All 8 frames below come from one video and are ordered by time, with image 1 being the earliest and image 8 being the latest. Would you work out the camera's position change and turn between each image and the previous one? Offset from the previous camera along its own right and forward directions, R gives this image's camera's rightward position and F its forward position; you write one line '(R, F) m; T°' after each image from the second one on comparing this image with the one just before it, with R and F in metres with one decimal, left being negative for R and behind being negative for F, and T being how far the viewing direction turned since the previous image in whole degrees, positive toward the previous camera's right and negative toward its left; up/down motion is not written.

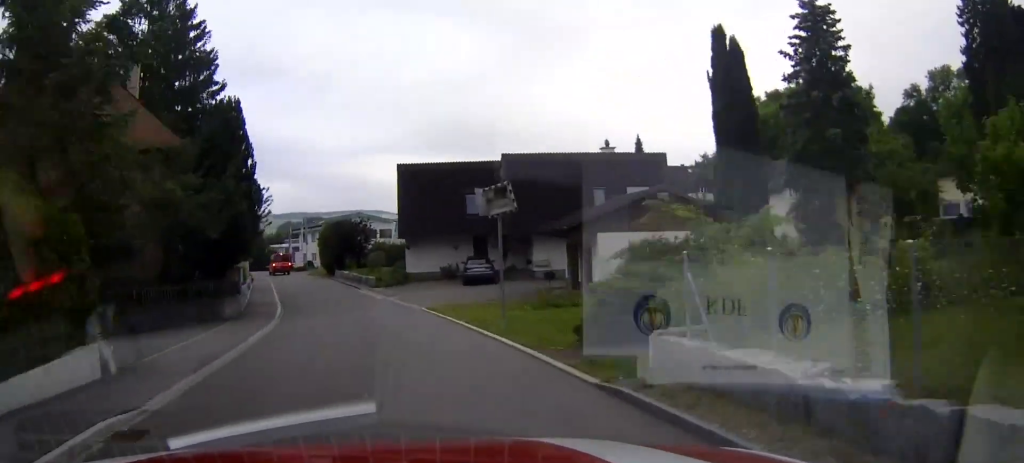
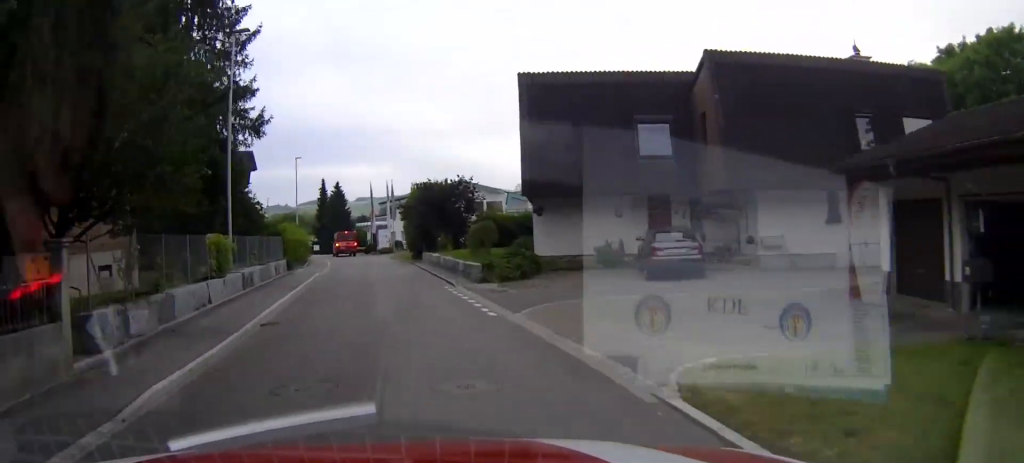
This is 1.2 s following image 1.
(-0.5, +16.2) m; -7°
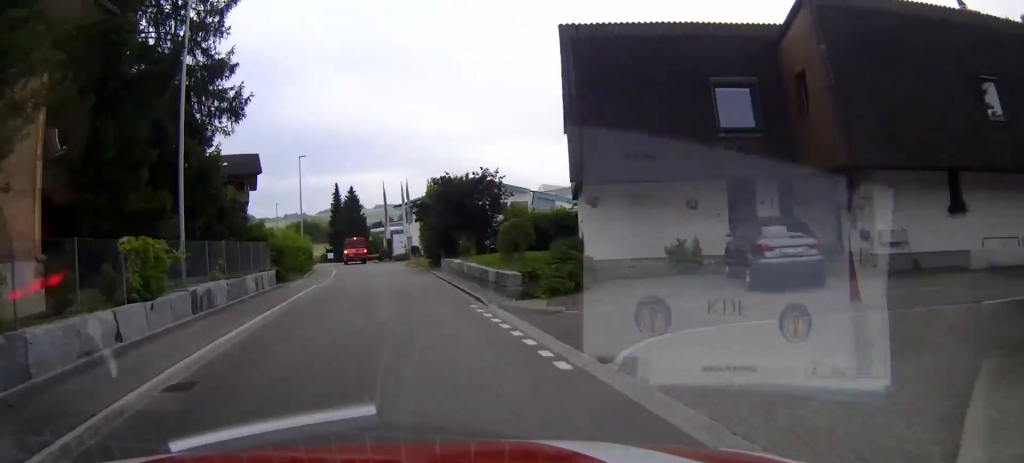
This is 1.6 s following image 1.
(-0.3, +5.5) m; -2°
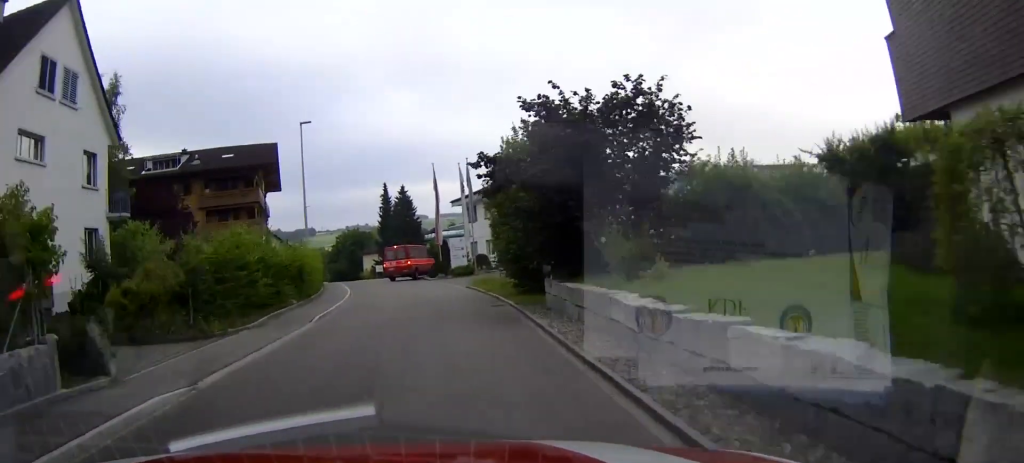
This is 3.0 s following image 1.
(-1.4, +19.4) m; -5°
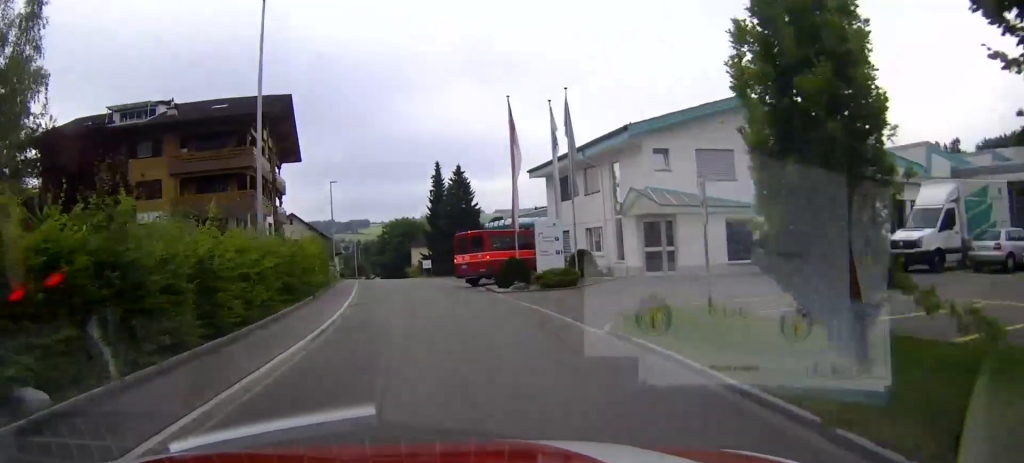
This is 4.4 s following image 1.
(-0.2, +19.5) m; -3°
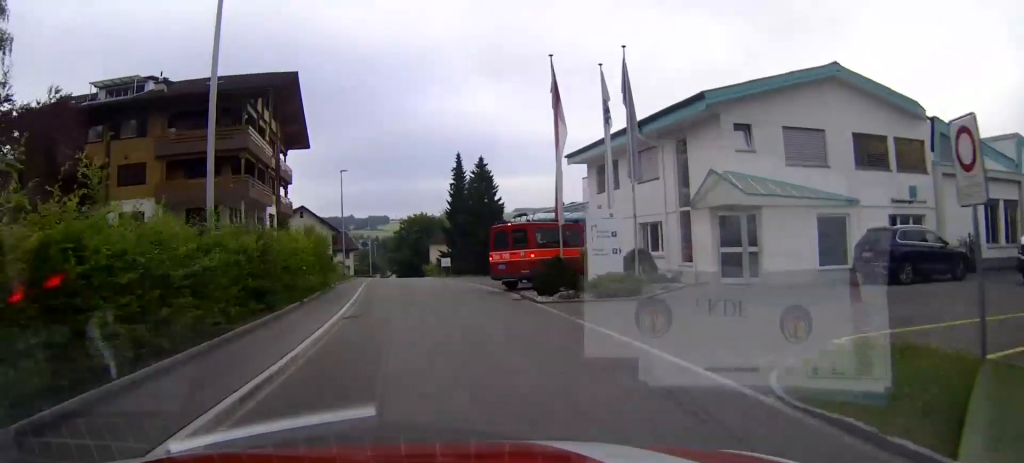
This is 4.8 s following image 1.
(-0.3, +5.6) m; -2°
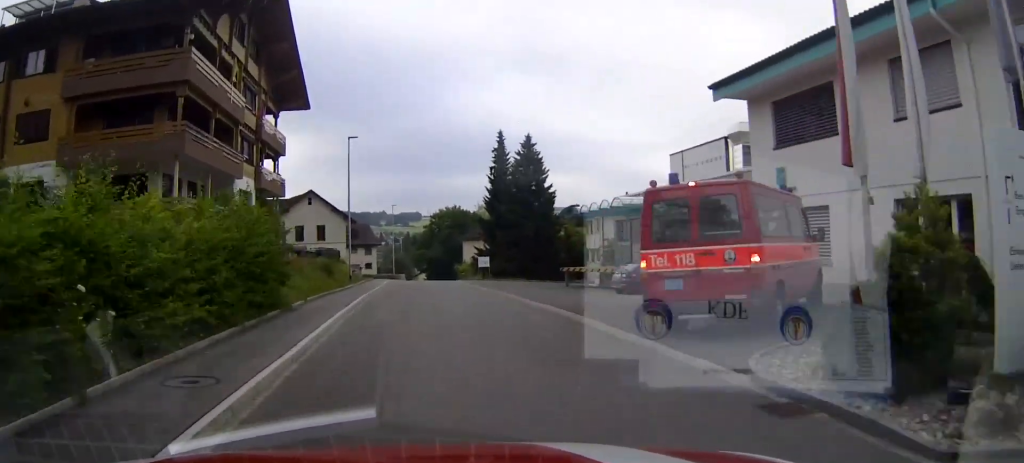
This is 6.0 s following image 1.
(-0.5, +15.1) m; 0°
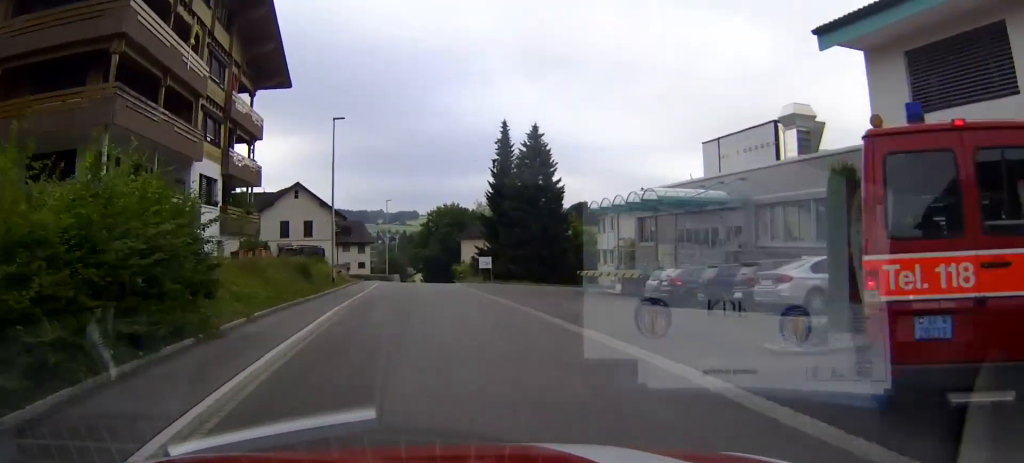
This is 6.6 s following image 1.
(0.0, +6.5) m; +2°
